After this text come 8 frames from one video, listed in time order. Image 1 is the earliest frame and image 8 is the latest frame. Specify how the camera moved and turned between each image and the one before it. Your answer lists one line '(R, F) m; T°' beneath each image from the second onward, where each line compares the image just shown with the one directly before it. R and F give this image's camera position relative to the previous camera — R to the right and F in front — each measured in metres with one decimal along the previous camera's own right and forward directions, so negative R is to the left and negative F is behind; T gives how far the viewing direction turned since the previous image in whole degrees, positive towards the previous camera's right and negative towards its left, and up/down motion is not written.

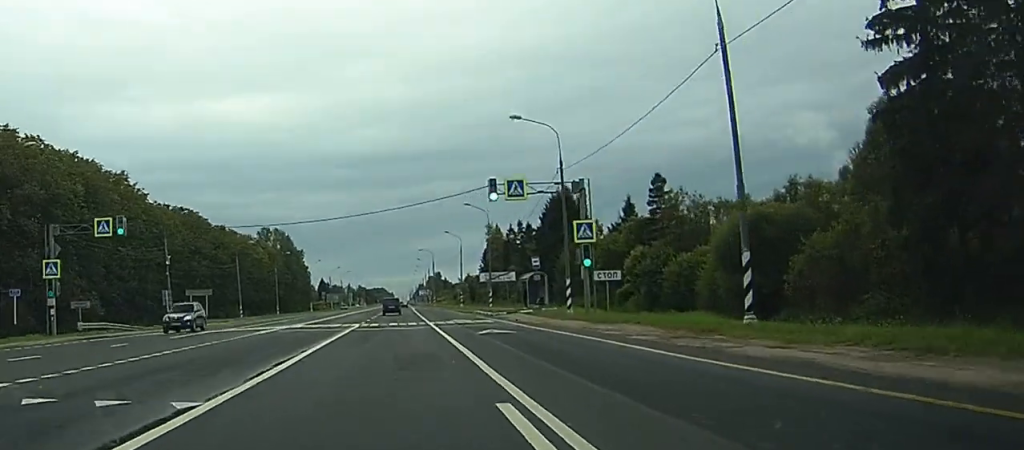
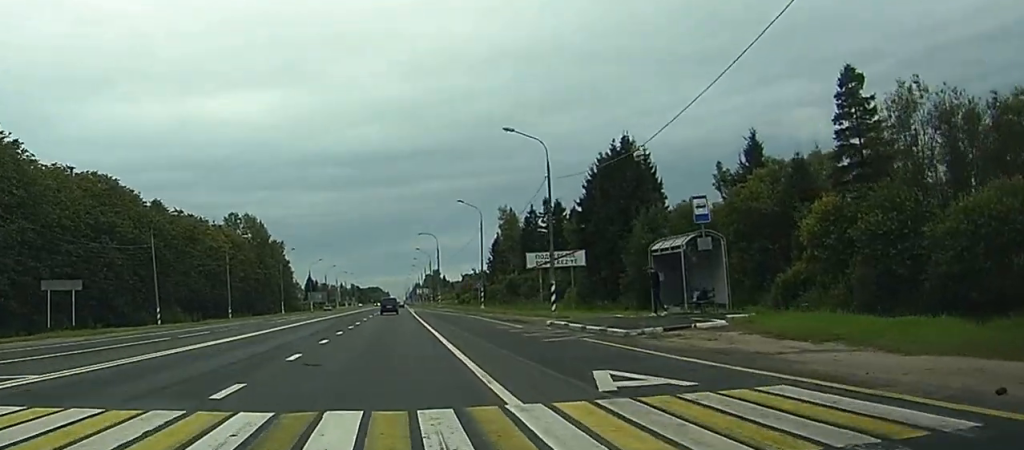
(0.0, +39.8) m; 0°
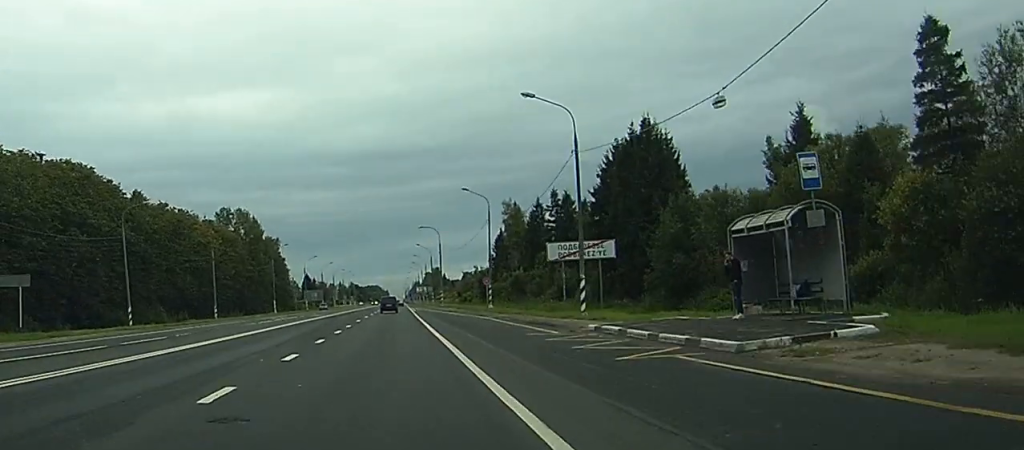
(0.0, +8.6) m; 0°
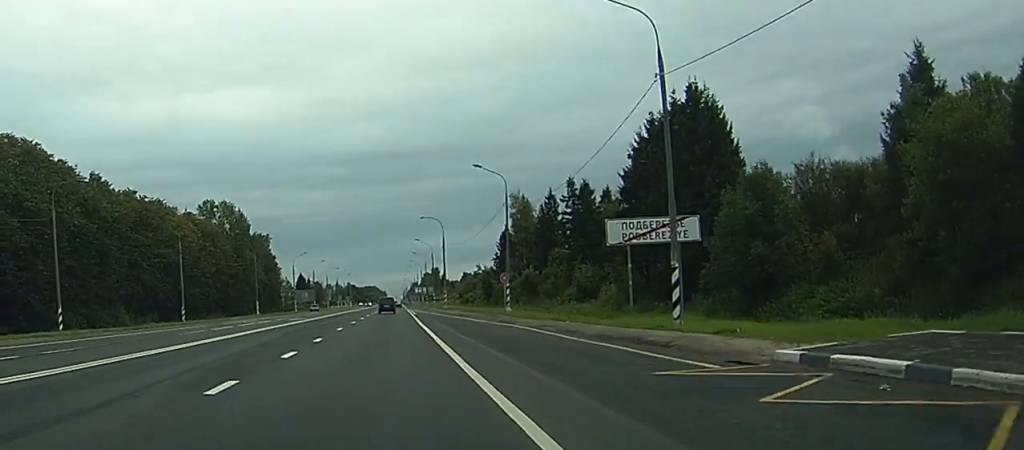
(0.0, +15.2) m; 0°
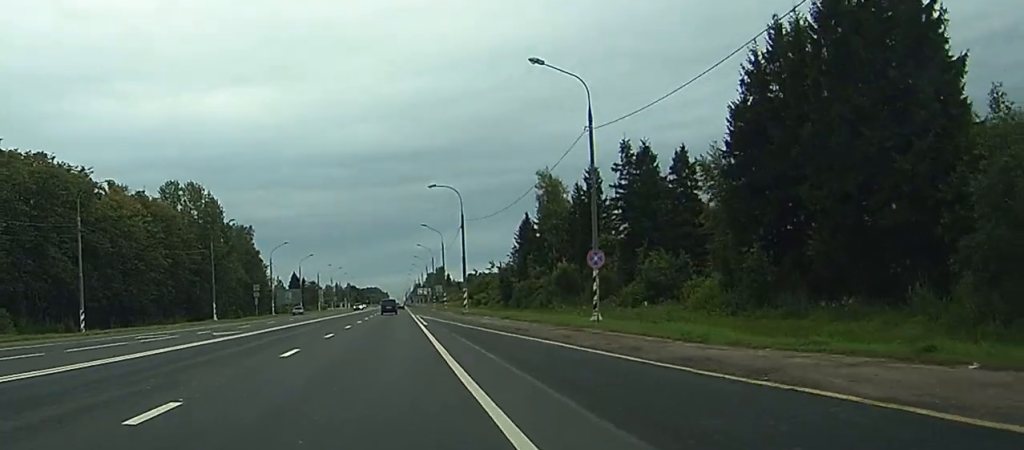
(-0.1, +30.6) m; -1°
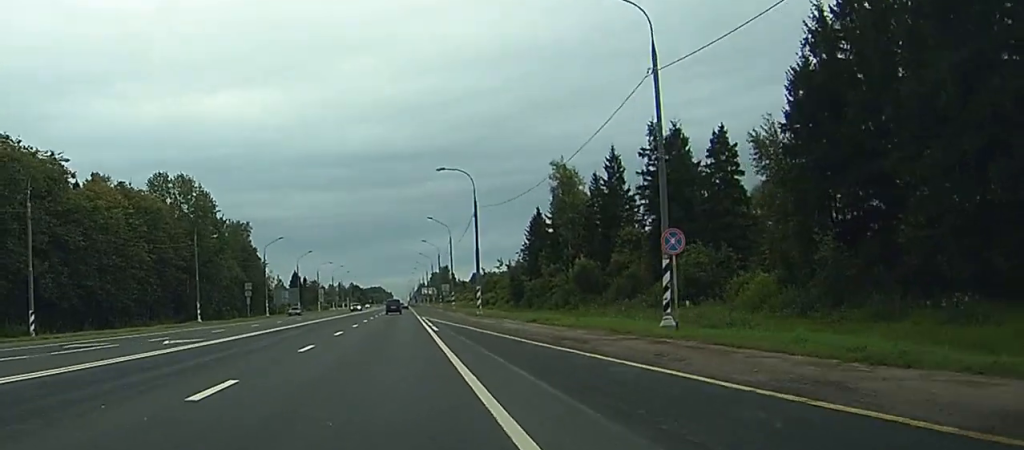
(-0.1, +9.7) m; 0°
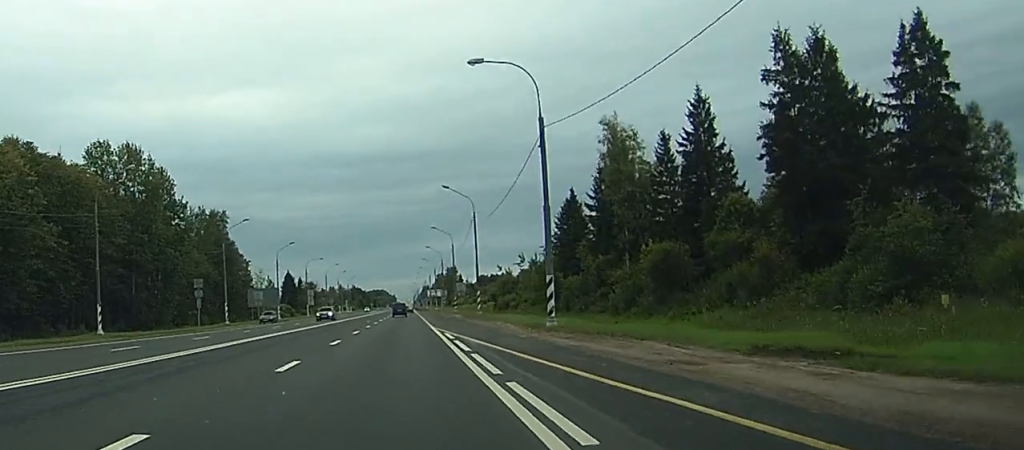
(0.0, +29.9) m; 0°
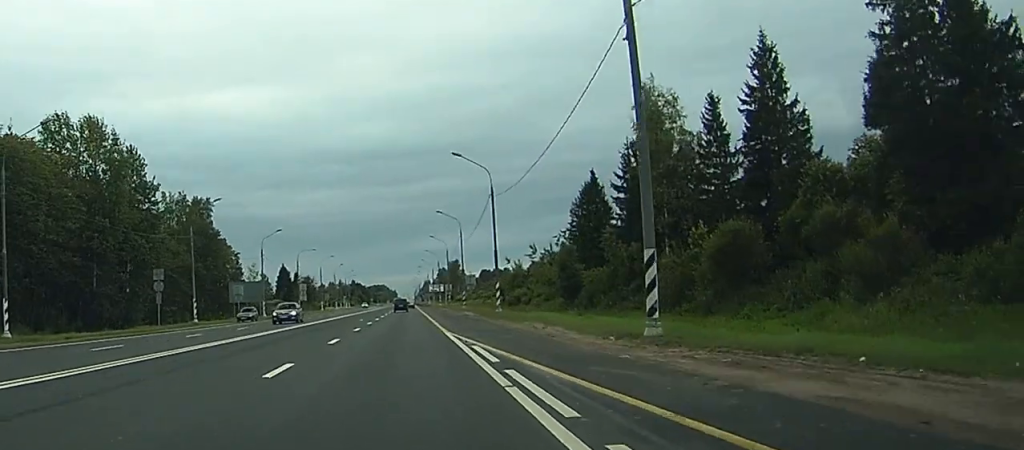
(0.0, +13.9) m; 0°
